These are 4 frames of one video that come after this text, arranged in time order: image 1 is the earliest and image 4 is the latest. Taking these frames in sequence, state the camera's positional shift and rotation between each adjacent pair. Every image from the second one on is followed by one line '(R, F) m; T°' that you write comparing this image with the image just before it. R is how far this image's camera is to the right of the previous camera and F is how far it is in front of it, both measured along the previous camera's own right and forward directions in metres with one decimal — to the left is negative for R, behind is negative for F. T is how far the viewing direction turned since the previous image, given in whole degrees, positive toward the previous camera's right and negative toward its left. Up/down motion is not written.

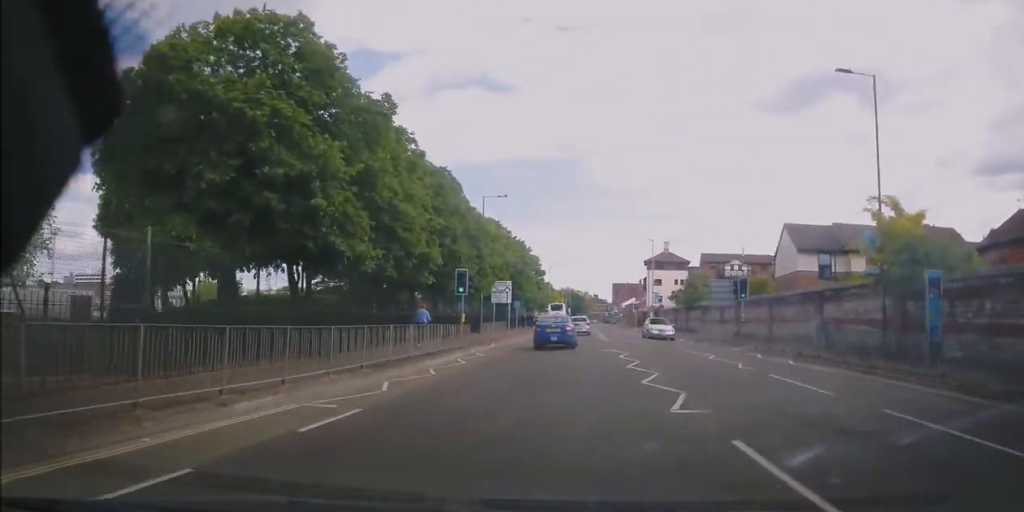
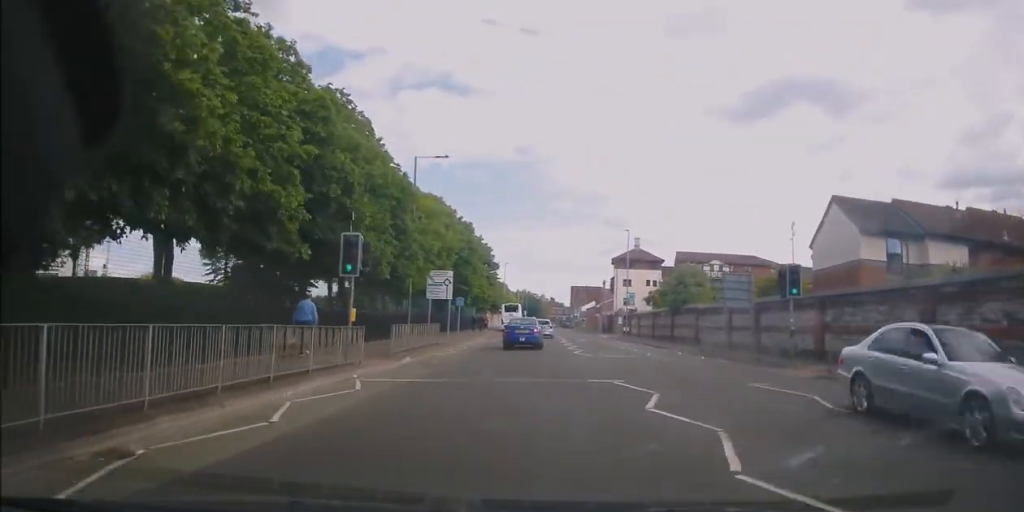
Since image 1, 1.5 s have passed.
(+1.0, +10.8) m; +2°
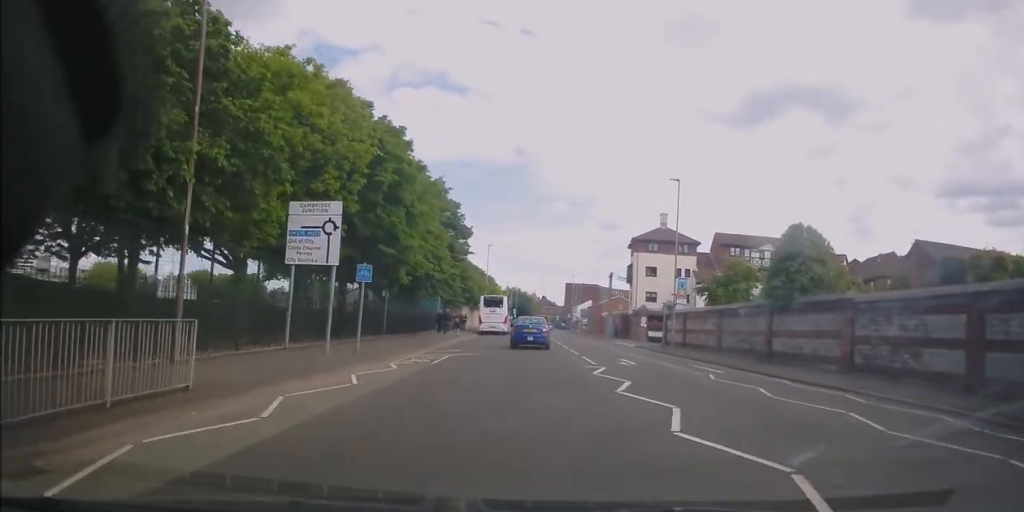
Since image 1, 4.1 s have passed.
(-1.0, +22.2) m; 0°
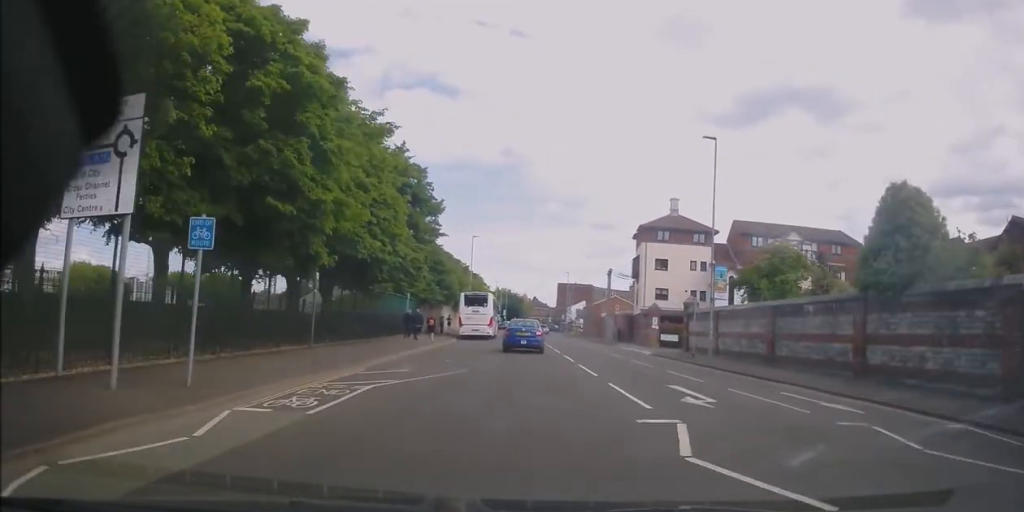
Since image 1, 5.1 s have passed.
(+0.4, +9.5) m; 0°
